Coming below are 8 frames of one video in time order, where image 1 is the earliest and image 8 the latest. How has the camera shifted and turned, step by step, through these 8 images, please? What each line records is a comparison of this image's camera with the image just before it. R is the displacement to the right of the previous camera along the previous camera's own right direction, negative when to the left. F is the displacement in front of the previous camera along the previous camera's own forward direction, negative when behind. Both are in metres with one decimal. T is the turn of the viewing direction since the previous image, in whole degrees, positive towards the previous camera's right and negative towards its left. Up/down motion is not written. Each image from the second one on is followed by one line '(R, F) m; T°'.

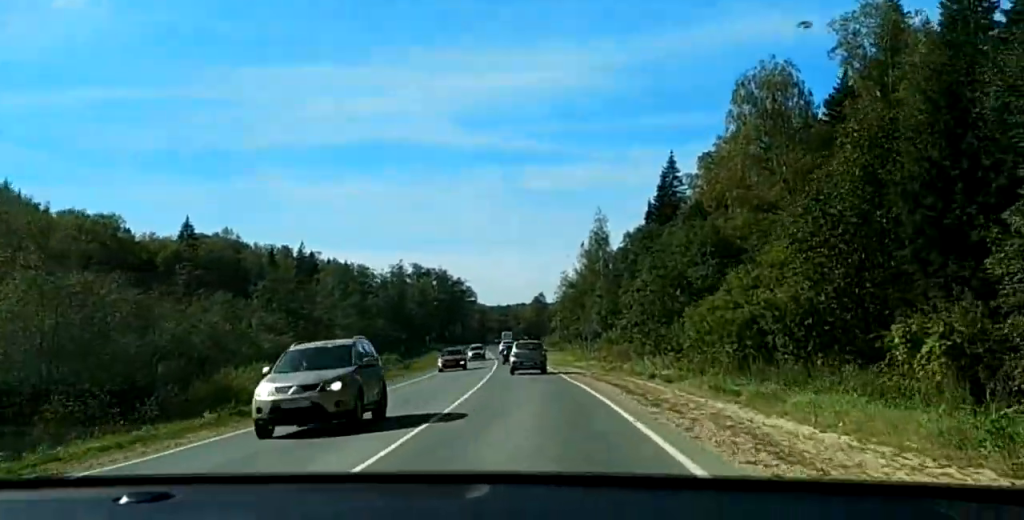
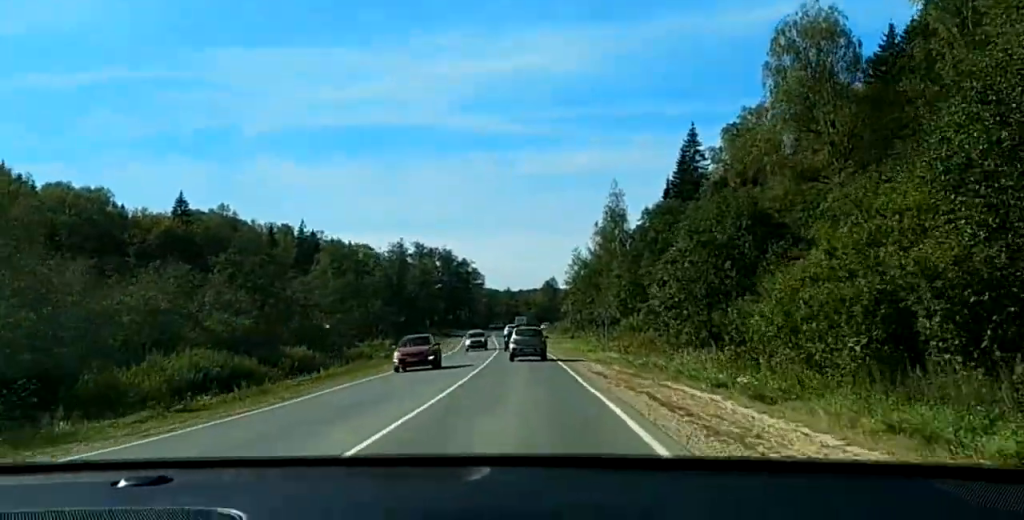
(-0.3, +11.8) m; -2°
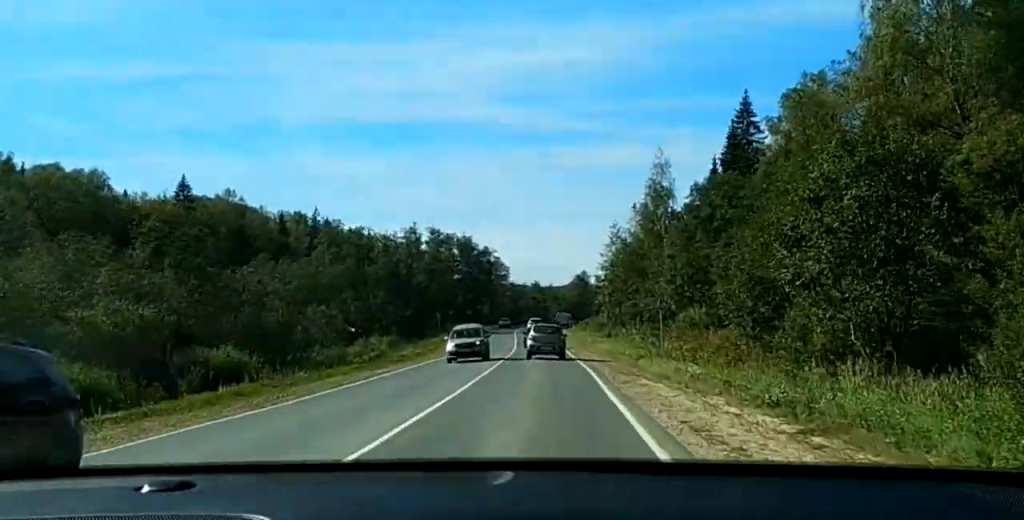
(-0.5, +18.8) m; -3°
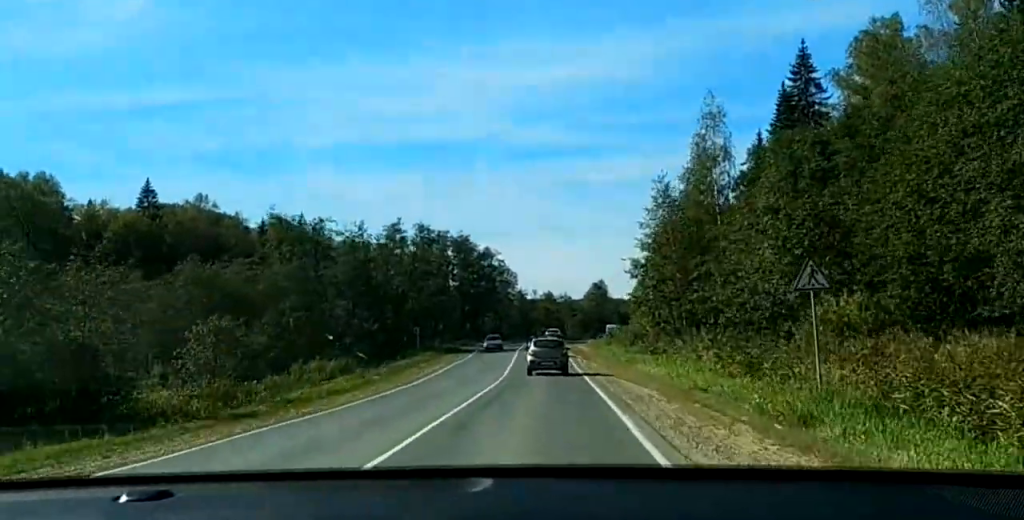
(-0.6, +27.6) m; -1°
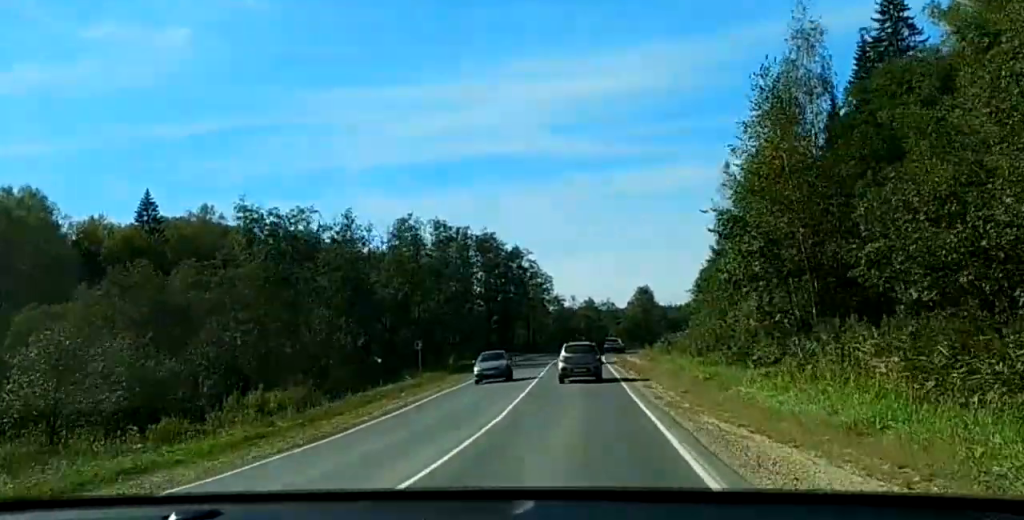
(-0.1, +21.4) m; +1°
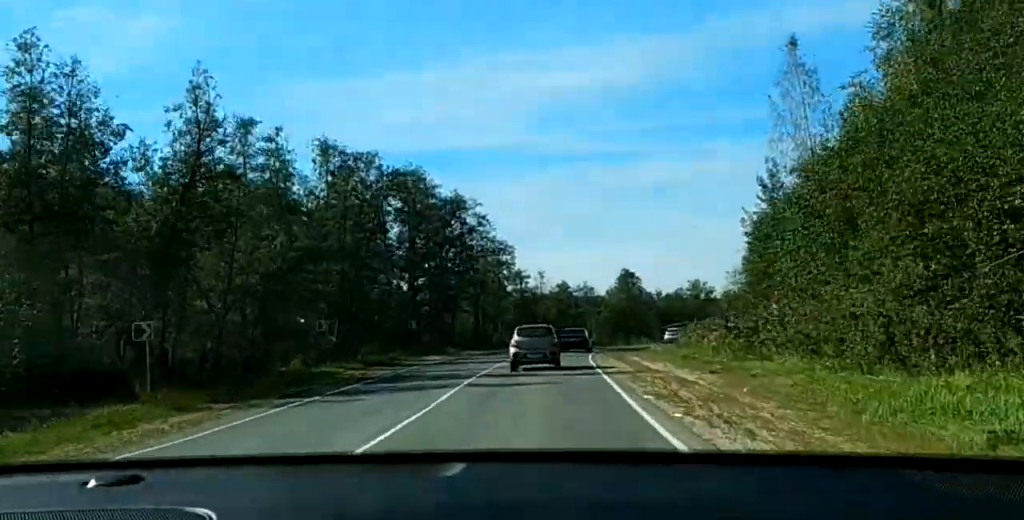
(+0.9, +46.8) m; +2°
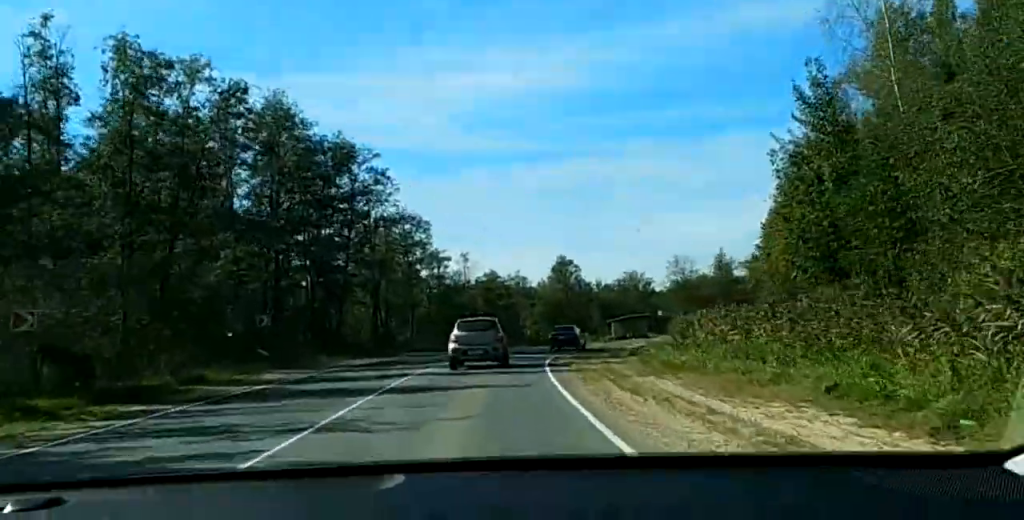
(+0.4, +27.4) m; +4°
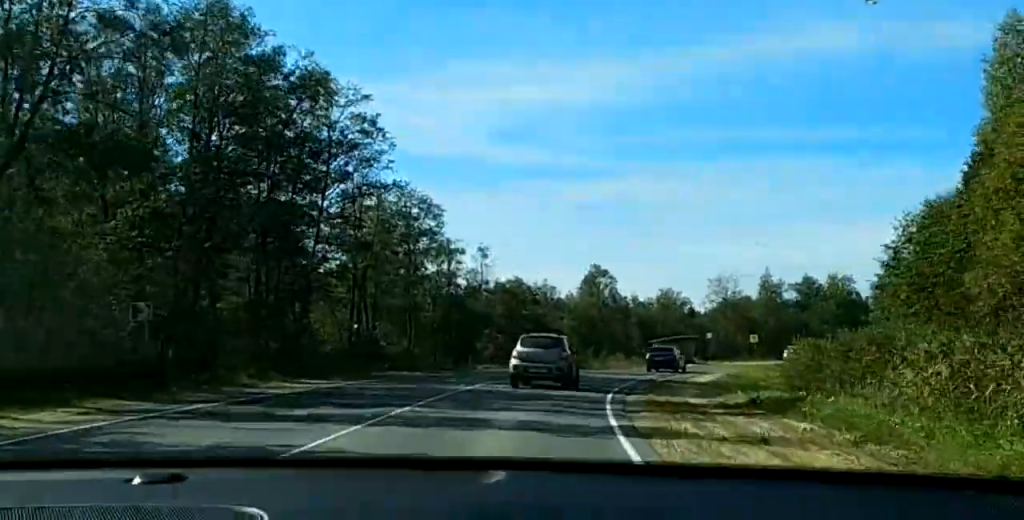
(+0.6, +19.8) m; +5°
